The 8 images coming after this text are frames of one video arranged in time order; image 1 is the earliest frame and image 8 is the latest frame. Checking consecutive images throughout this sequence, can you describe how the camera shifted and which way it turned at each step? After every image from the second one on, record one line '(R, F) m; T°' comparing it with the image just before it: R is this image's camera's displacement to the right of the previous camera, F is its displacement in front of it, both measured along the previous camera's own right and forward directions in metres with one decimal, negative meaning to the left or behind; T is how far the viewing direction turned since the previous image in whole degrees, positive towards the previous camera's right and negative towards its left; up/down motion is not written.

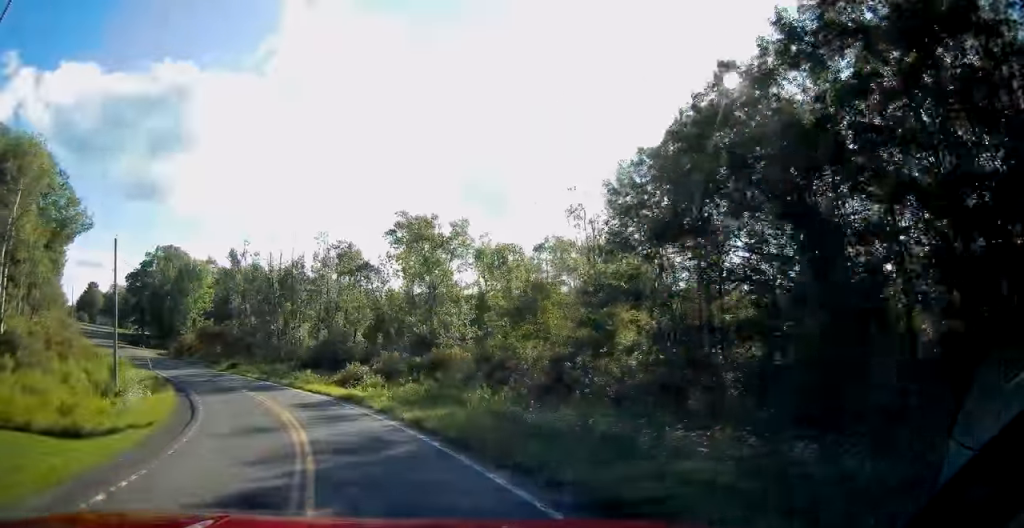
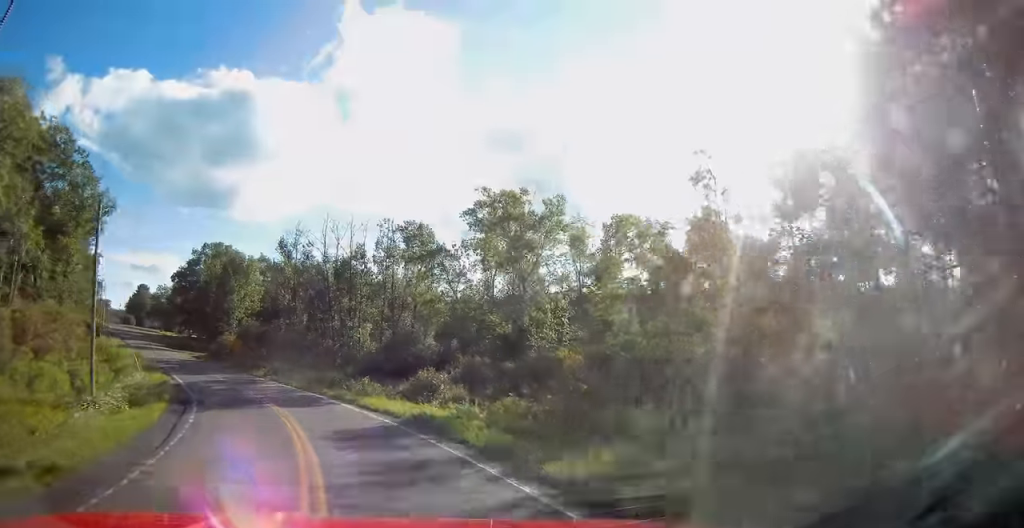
(-0.1, +9.7) m; -4°
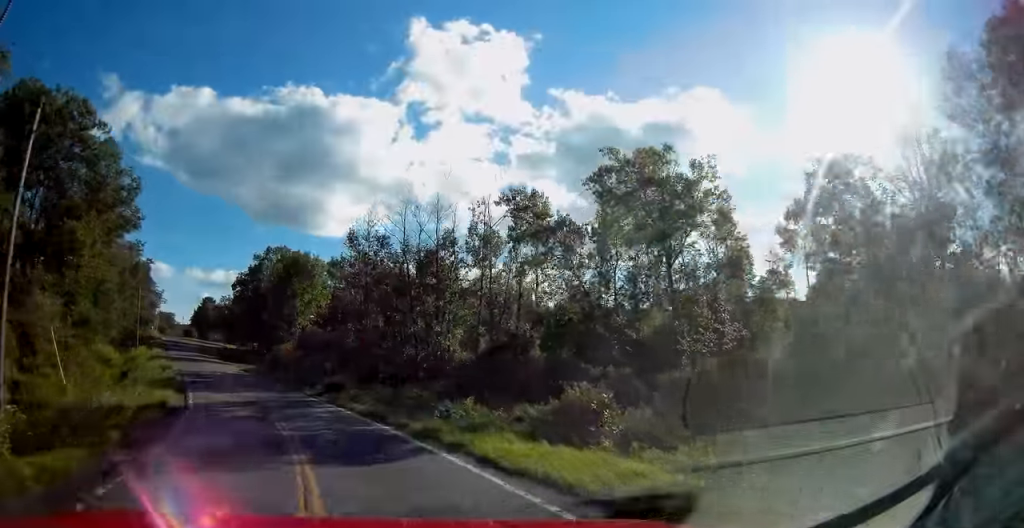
(-0.5, +11.2) m; -7°
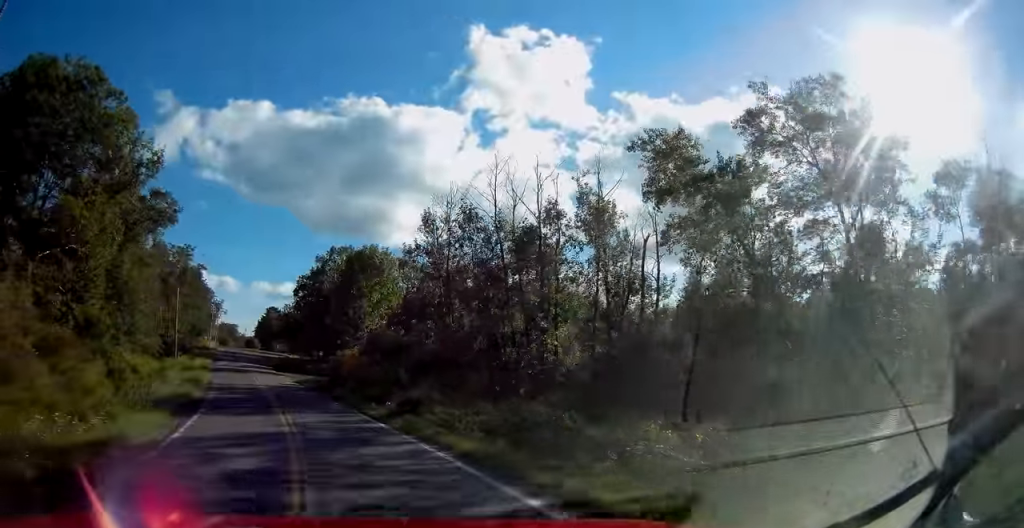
(-0.7, +9.5) m; -7°
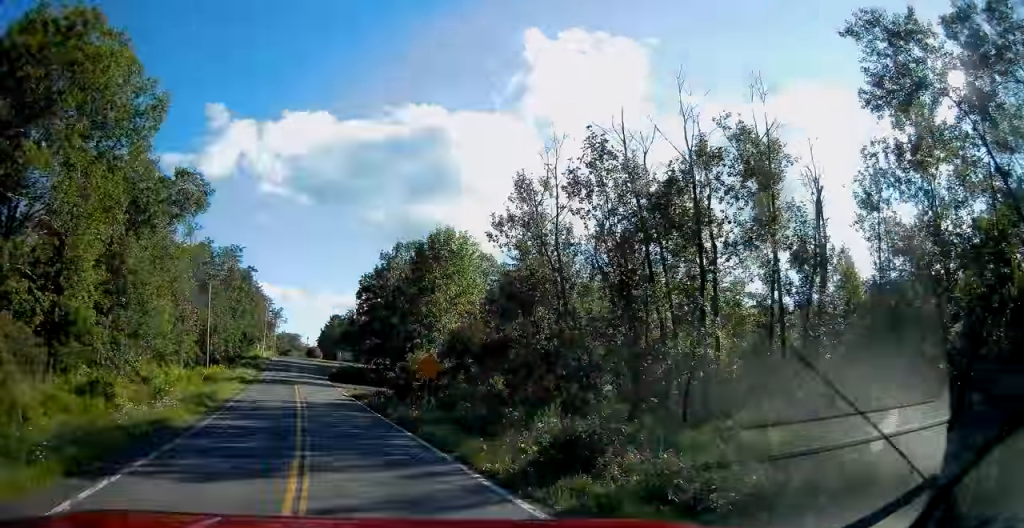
(-0.3, +10.8) m; -9°
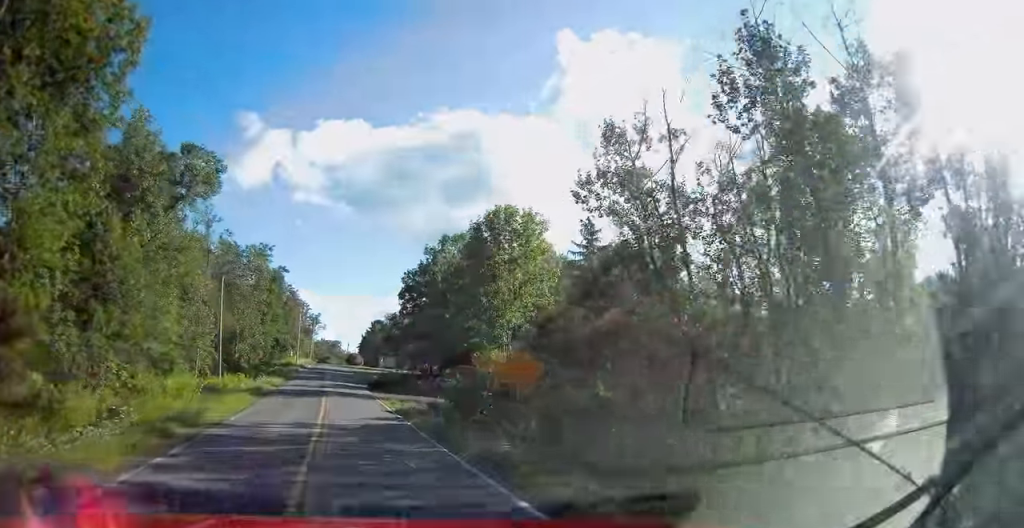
(-1.0, +8.8) m; -8°
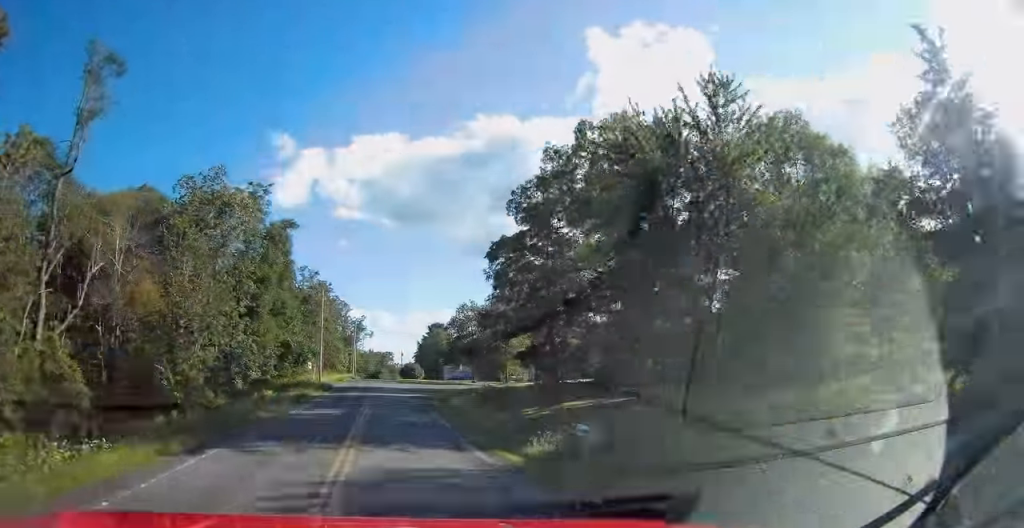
(-4.1, +40.6) m; -4°
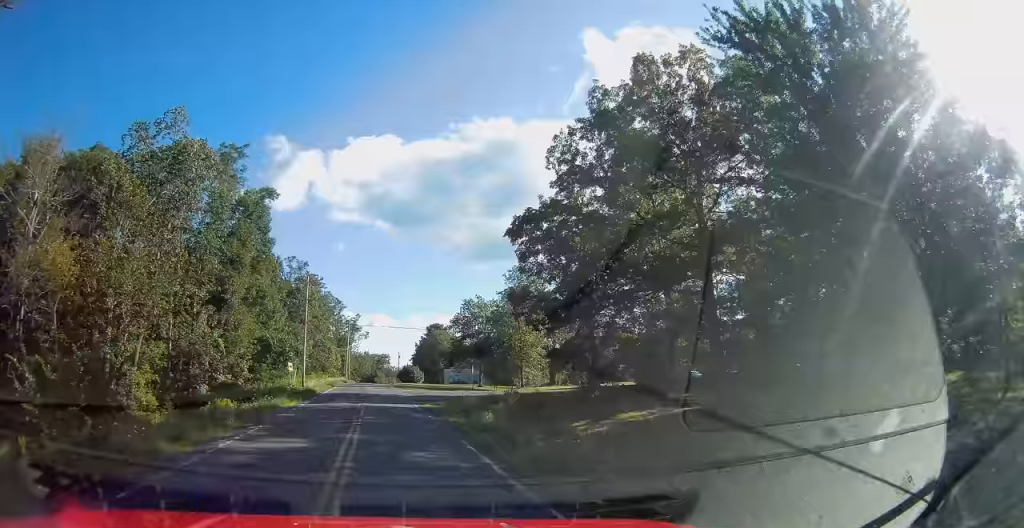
(+0.2, +11.2) m; -1°
